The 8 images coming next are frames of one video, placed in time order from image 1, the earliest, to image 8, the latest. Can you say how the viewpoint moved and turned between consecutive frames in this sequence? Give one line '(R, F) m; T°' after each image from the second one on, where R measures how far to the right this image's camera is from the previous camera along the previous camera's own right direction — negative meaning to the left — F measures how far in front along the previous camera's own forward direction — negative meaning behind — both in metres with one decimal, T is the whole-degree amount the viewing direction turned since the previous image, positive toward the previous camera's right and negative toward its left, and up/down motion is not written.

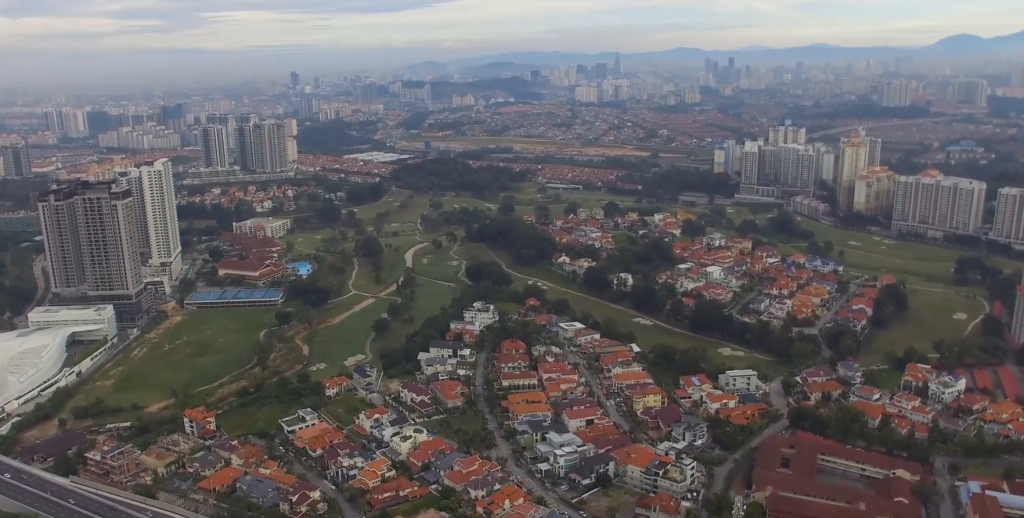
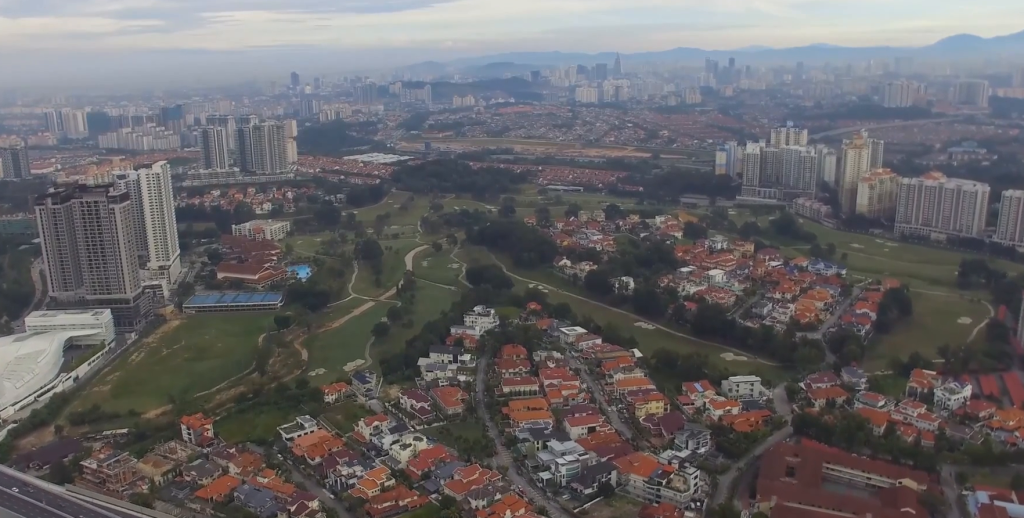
(0.0, +6.0) m; 0°
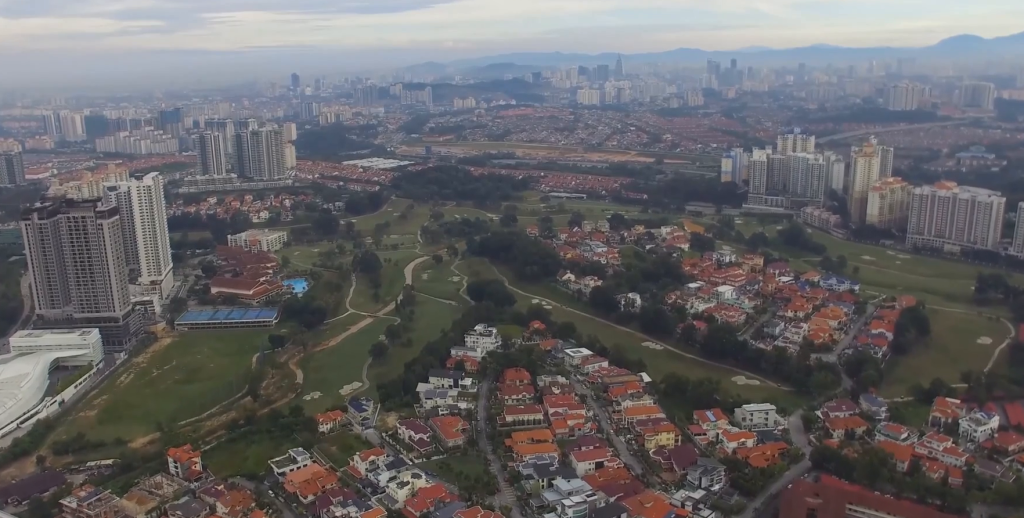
(0.0, +27.8) m; 0°
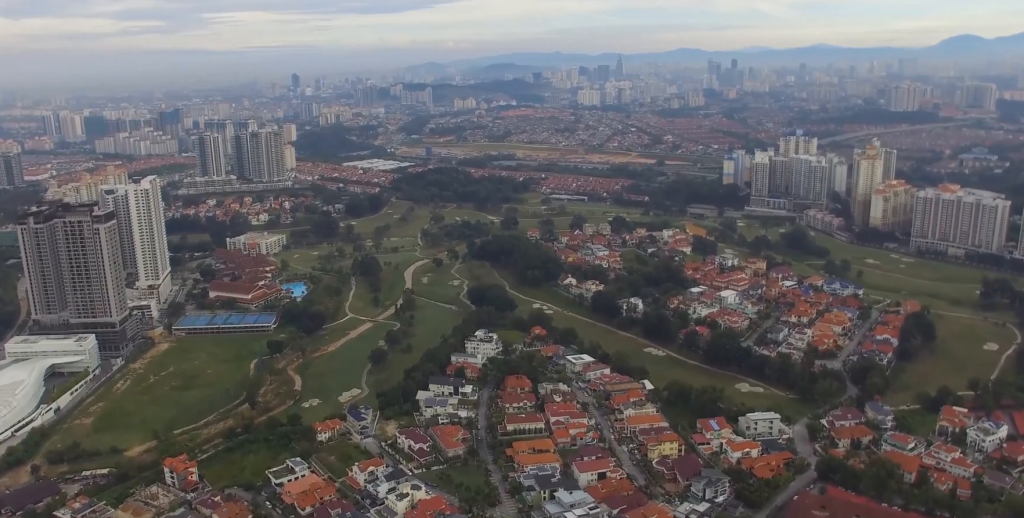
(0.0, +7.7) m; 0°
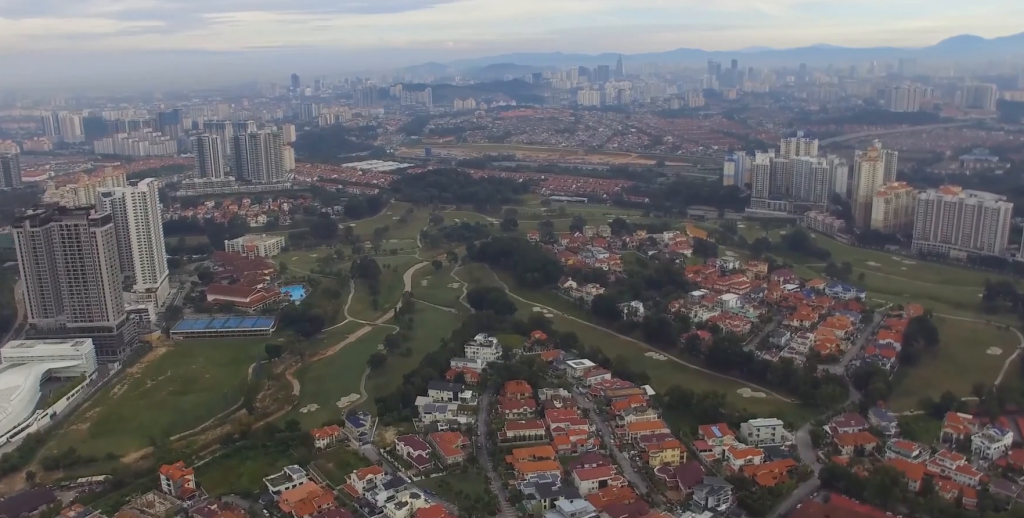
(0.0, +5.9) m; 0°
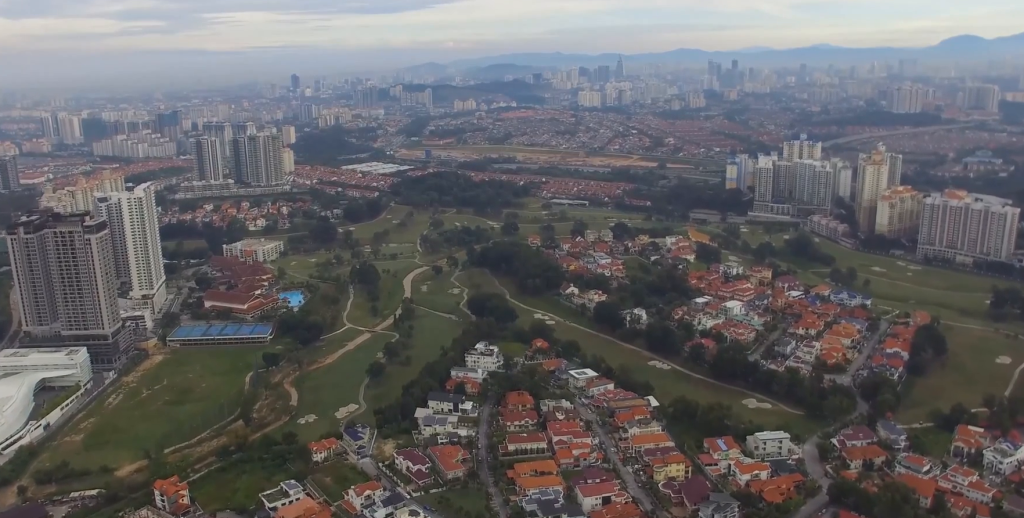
(0.0, +11.4) m; 0°
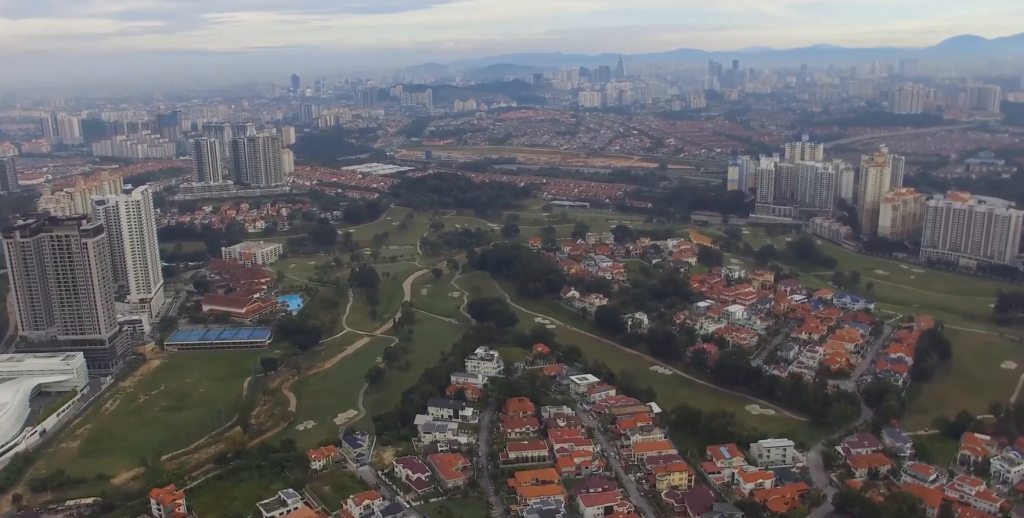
(0.0, +6.8) m; 0°
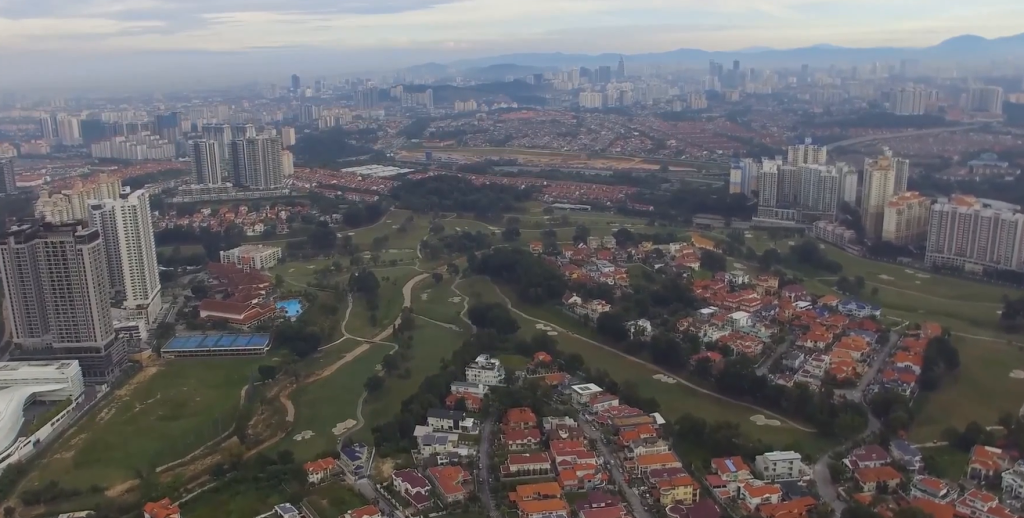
(0.0, +10.0) m; 0°
